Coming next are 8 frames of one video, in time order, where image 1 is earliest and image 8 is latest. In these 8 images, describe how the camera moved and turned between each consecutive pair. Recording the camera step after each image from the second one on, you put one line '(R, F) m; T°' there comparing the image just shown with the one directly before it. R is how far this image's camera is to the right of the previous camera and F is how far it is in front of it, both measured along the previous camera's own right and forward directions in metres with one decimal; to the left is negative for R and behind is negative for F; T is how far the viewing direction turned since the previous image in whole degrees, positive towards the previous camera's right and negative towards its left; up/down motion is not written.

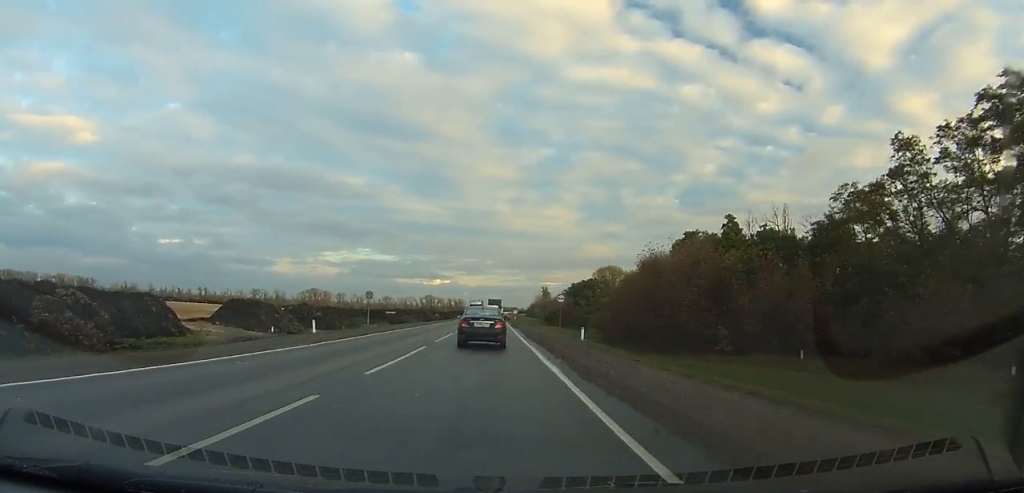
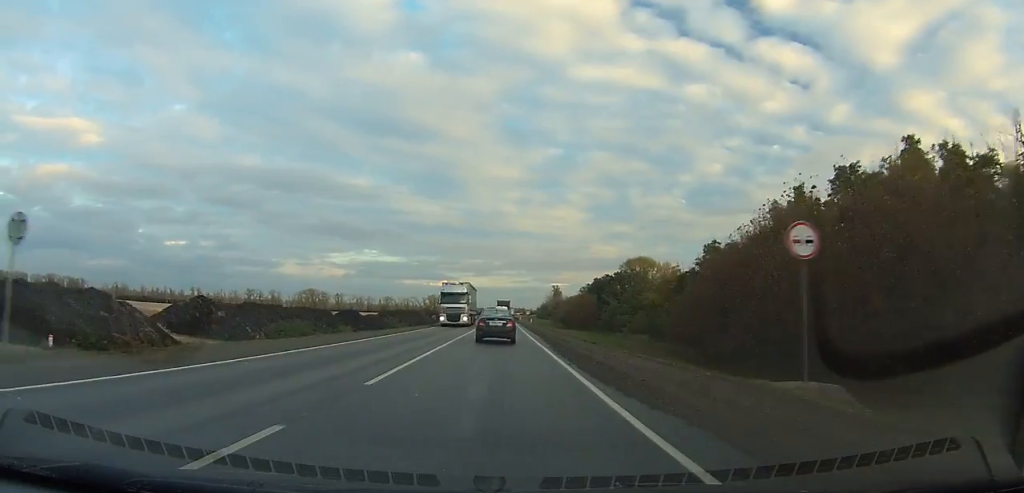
(0.0, +37.7) m; 0°
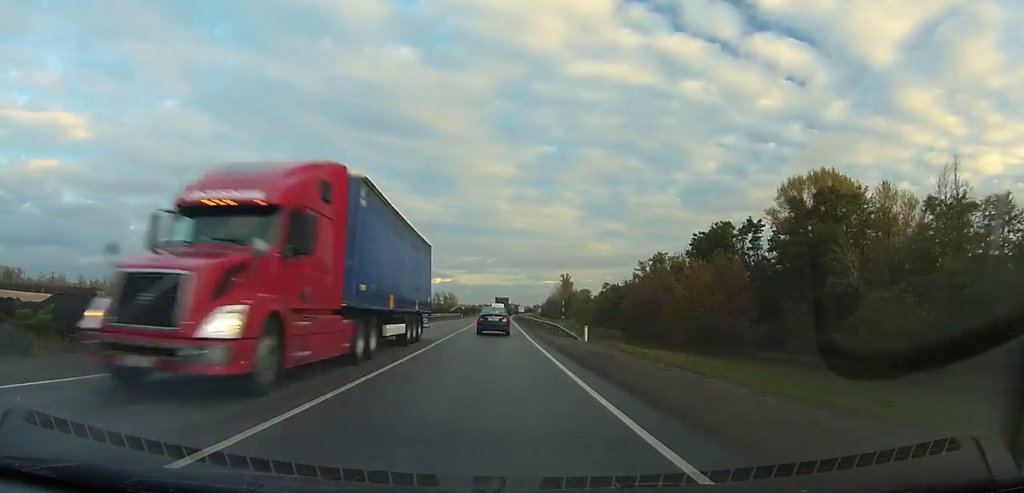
(+0.4, +111.6) m; 0°
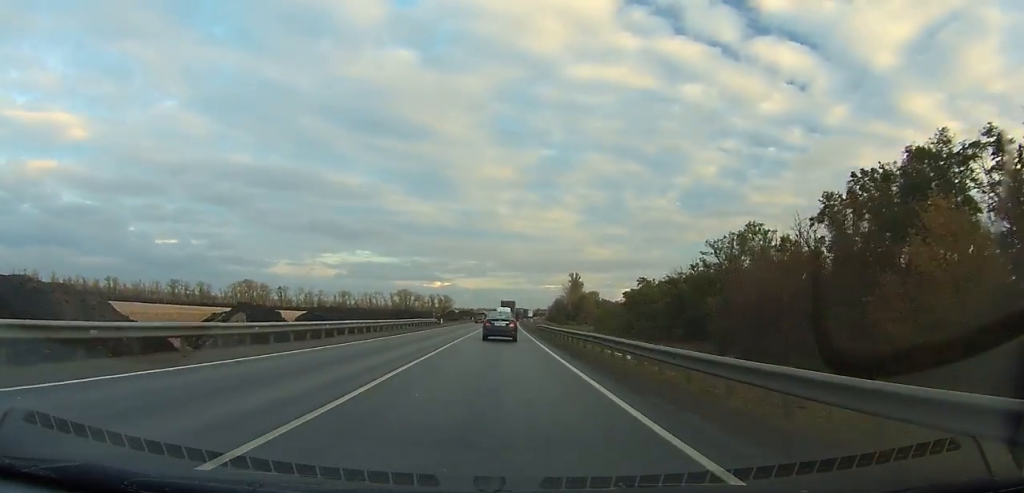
(0.0, +43.3) m; 0°
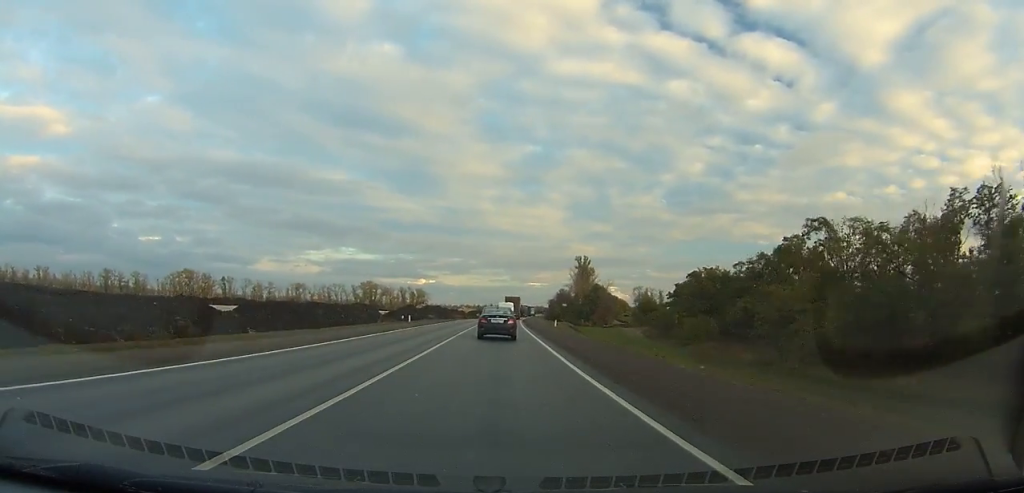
(+0.5, +80.5) m; +1°
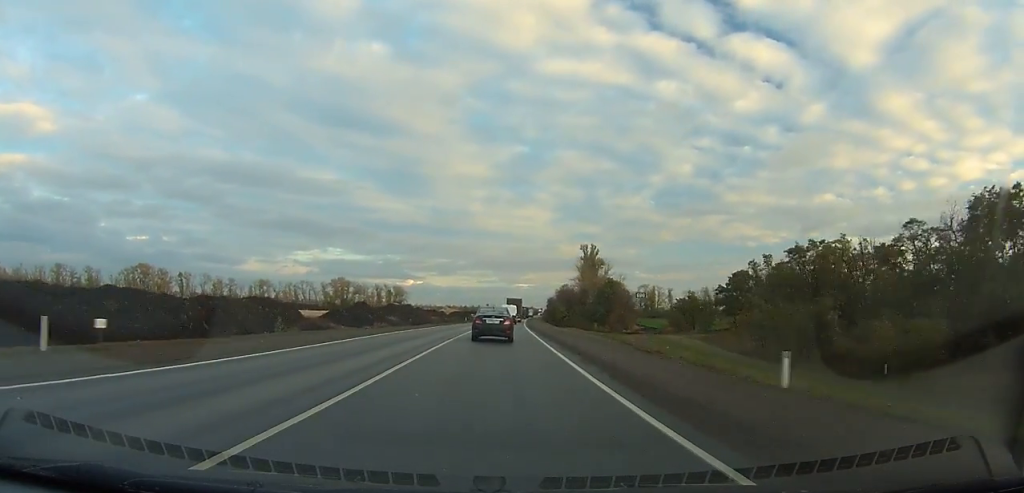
(+0.3, +46.6) m; +1°
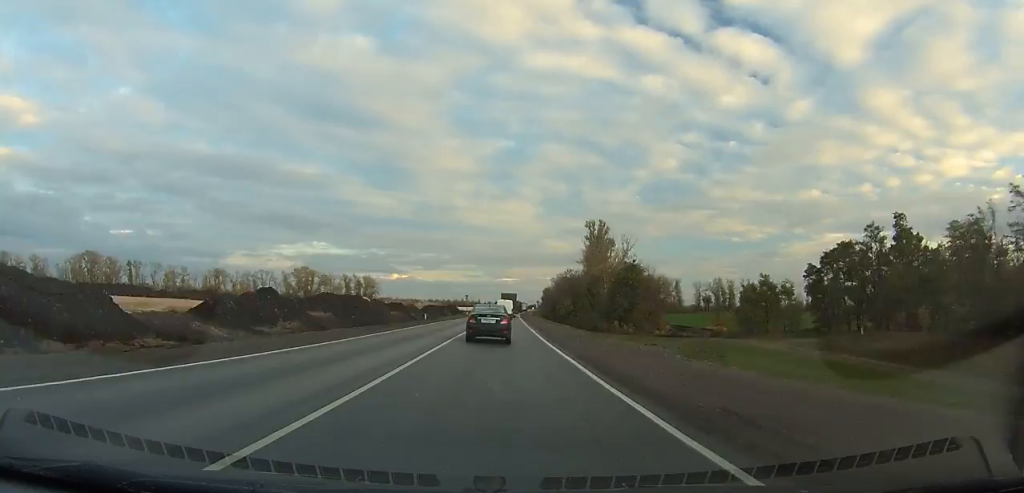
(+0.2, +44.4) m; +1°
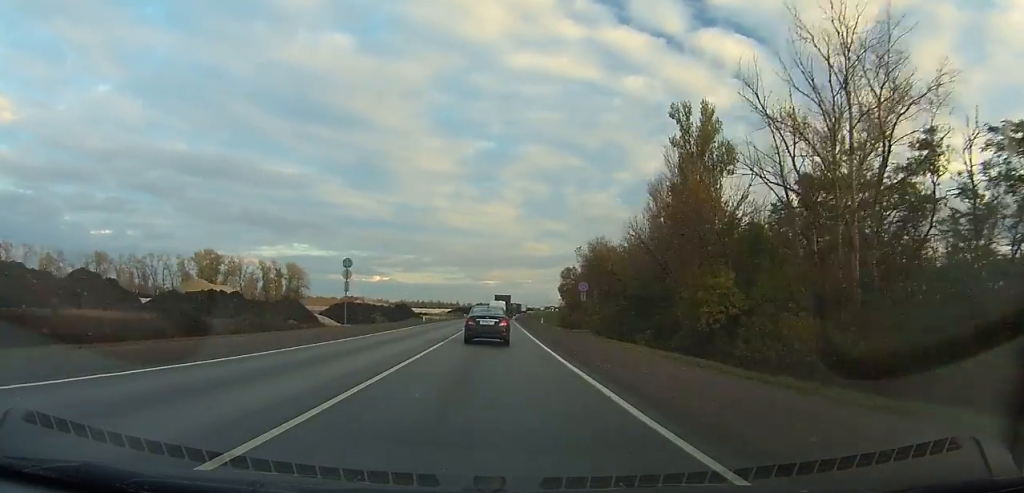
(+2.3, +93.4) m; +2°
